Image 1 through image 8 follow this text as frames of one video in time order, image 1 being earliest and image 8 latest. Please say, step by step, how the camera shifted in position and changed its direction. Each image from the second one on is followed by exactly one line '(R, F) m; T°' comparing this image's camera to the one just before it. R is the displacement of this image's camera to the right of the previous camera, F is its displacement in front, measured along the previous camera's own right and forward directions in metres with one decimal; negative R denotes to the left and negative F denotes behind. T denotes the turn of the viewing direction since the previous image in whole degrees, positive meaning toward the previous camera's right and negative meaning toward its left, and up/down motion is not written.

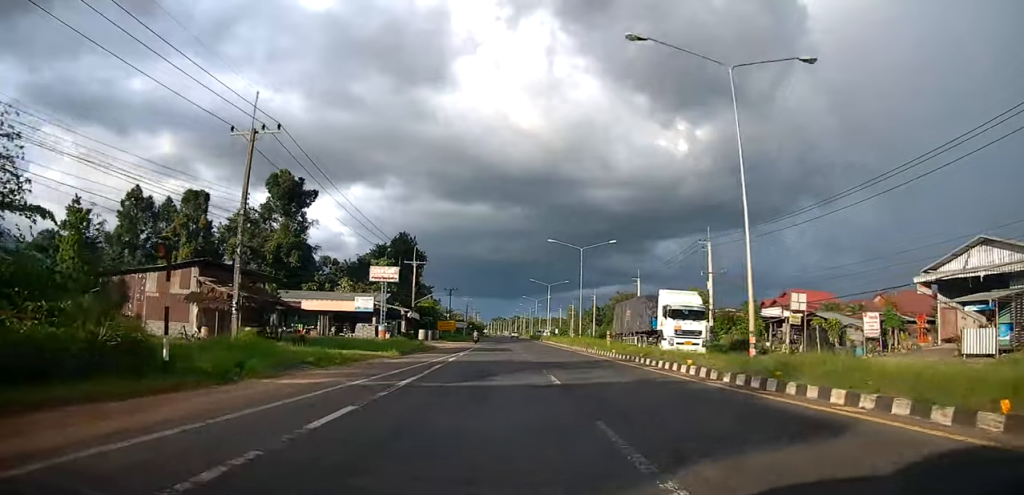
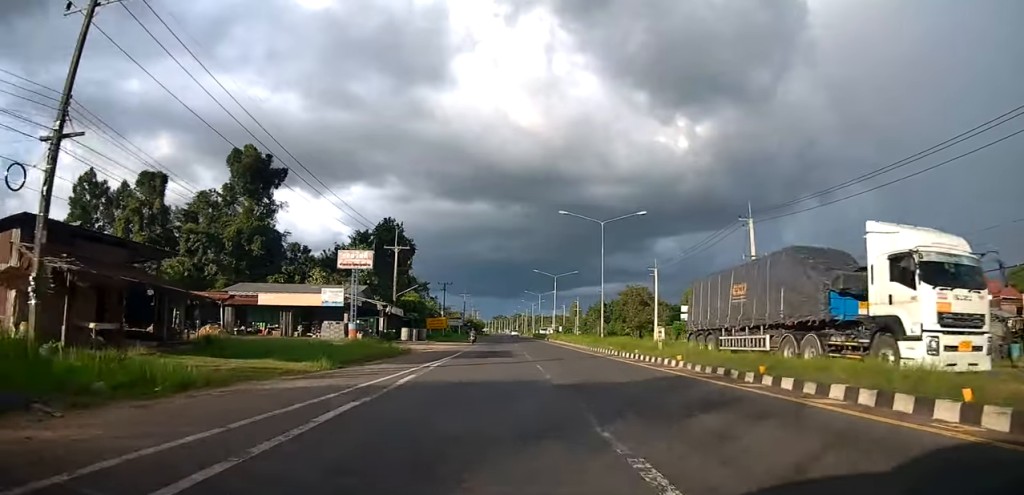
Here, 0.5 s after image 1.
(+0.6, +11.5) m; -1°
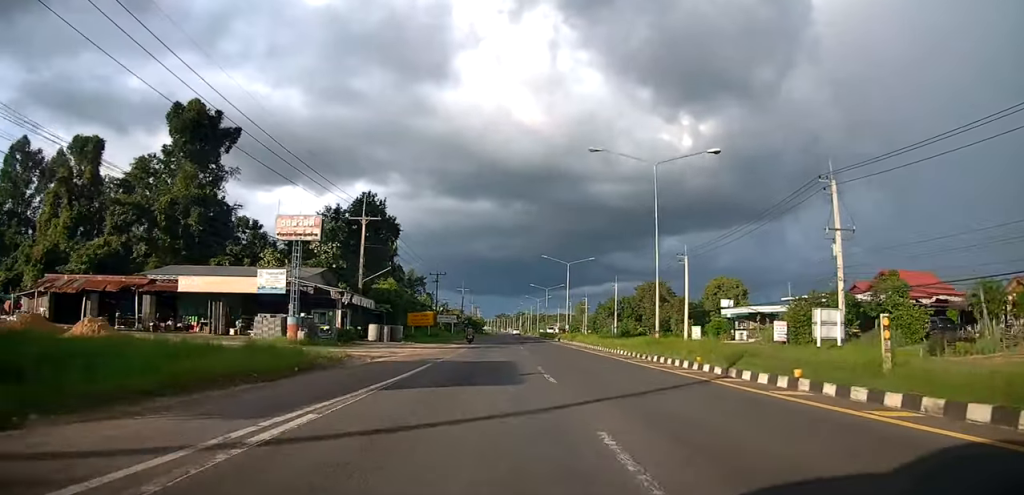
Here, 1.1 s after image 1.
(-0.7, +13.9) m; 0°
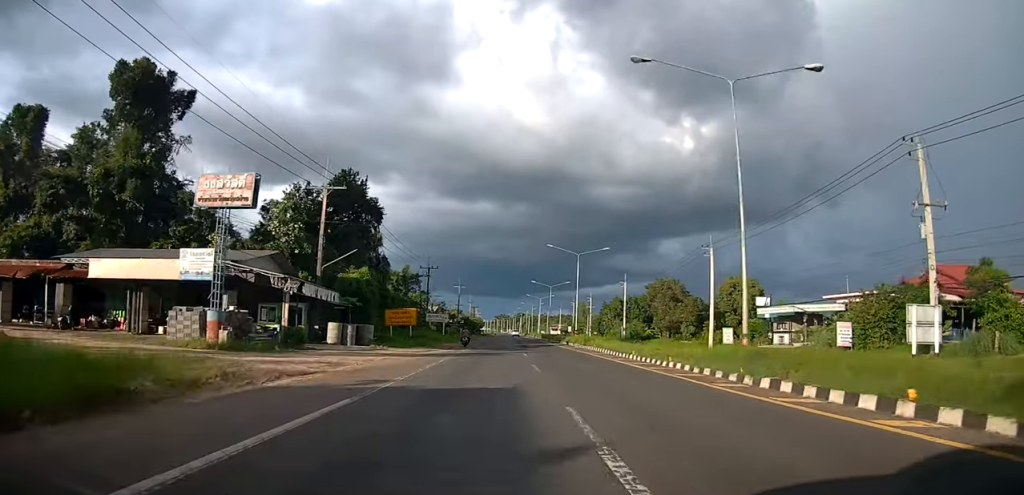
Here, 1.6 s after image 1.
(-0.6, +9.5) m; 0°
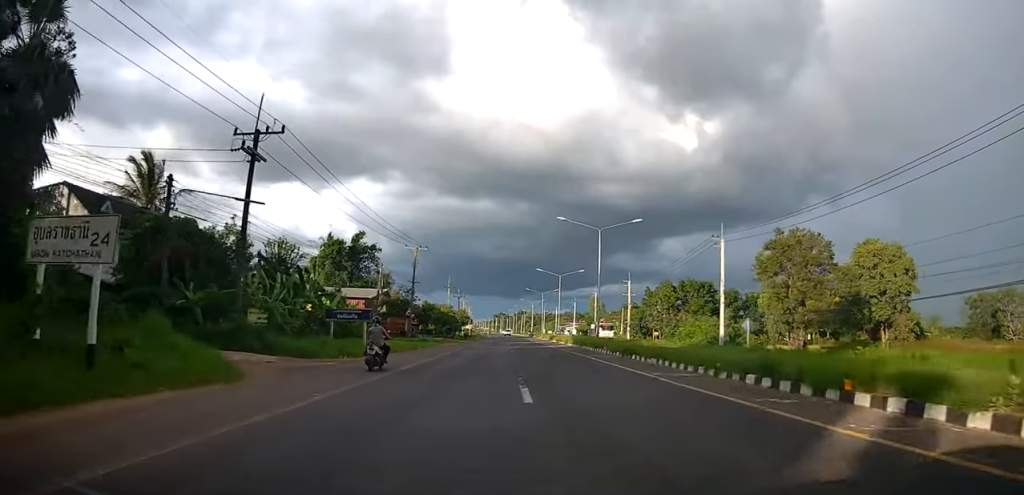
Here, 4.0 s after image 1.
(0.0, +53.5) m; -1°
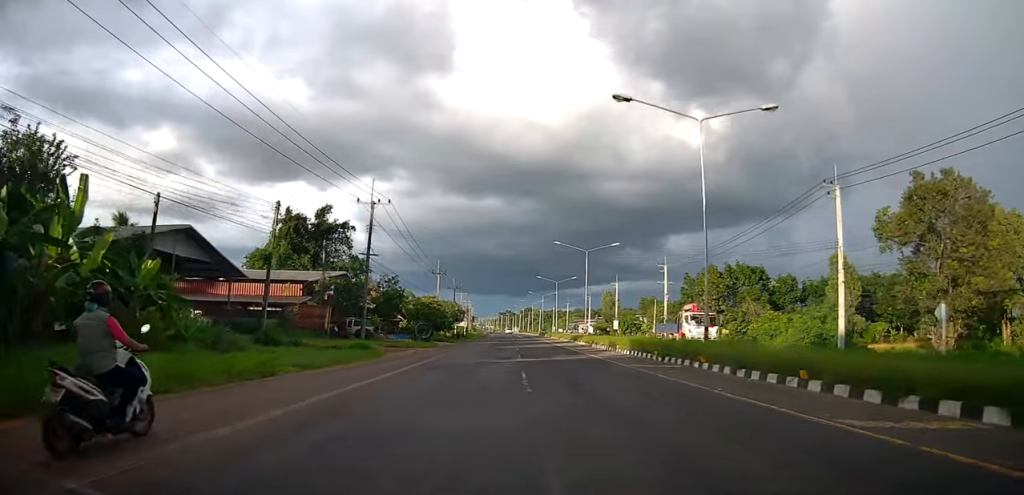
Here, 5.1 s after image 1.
(+0.4, +22.6) m; +1°
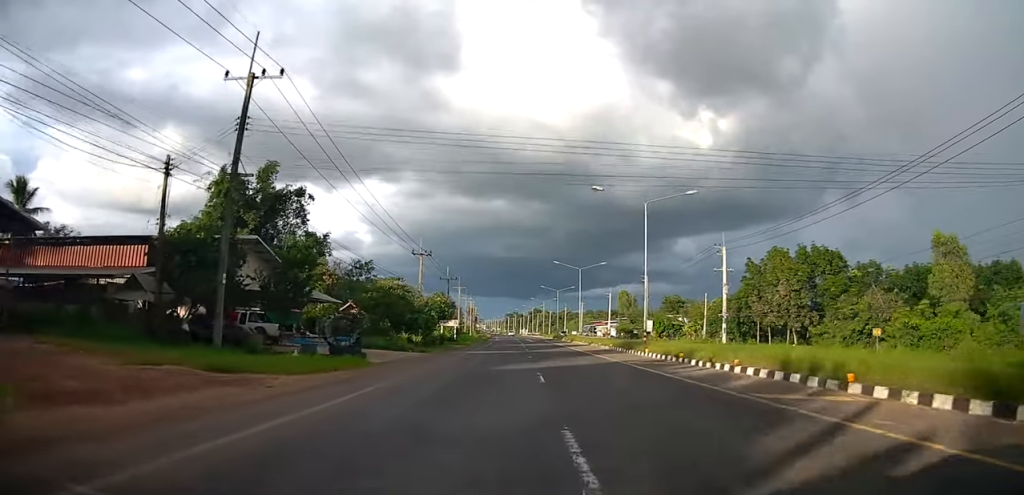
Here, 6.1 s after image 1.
(0.0, +22.2) m; -1°
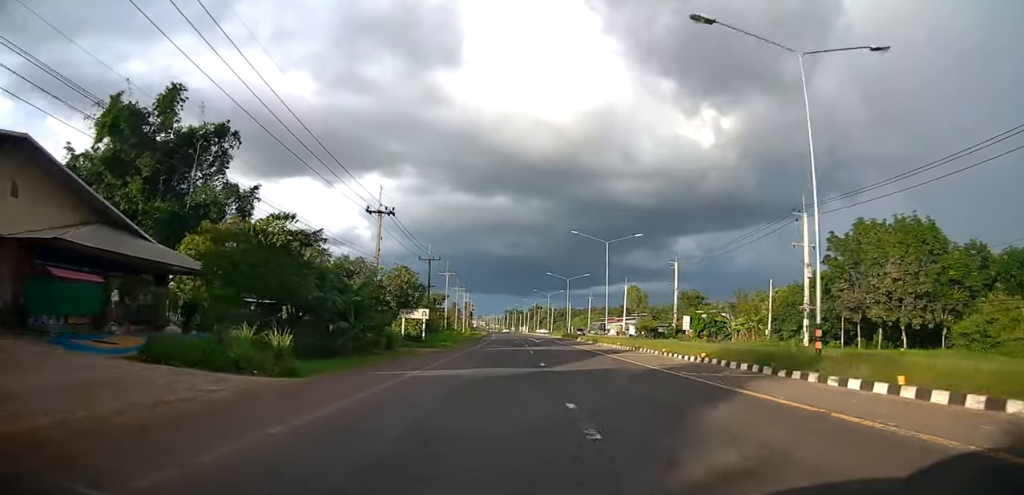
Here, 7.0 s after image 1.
(-0.2, +19.6) m; -1°
